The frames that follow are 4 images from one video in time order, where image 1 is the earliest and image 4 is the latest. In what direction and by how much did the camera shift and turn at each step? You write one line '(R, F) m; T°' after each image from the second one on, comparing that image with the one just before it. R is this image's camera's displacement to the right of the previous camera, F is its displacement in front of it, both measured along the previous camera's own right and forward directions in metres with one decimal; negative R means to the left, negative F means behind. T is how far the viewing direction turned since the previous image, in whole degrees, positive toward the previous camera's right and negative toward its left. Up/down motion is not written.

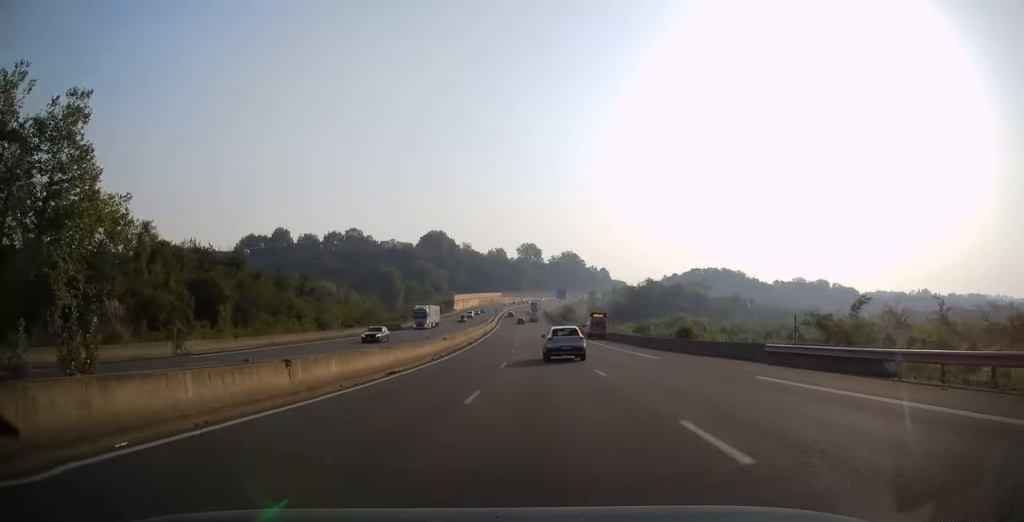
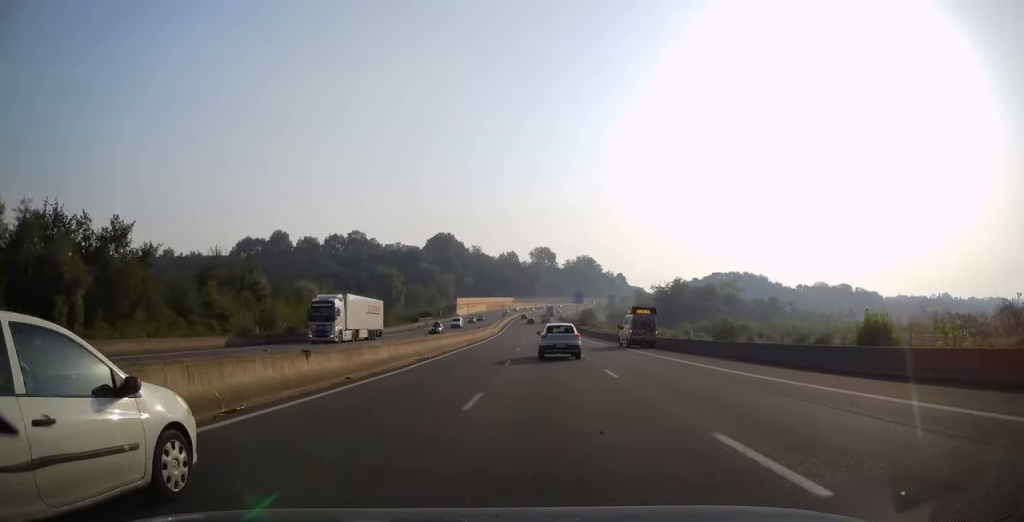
(-0.2, +27.1) m; -1°
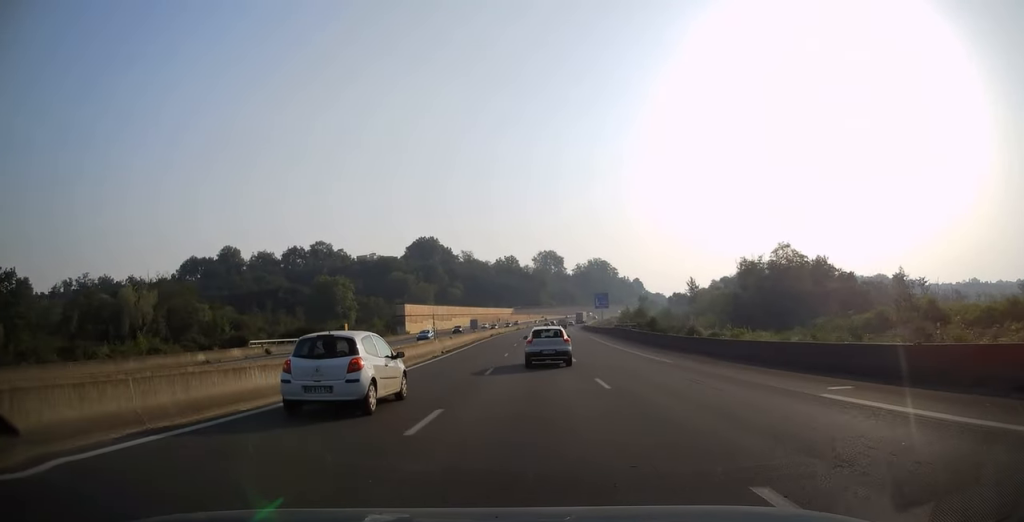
(-0.5, +79.8) m; 0°
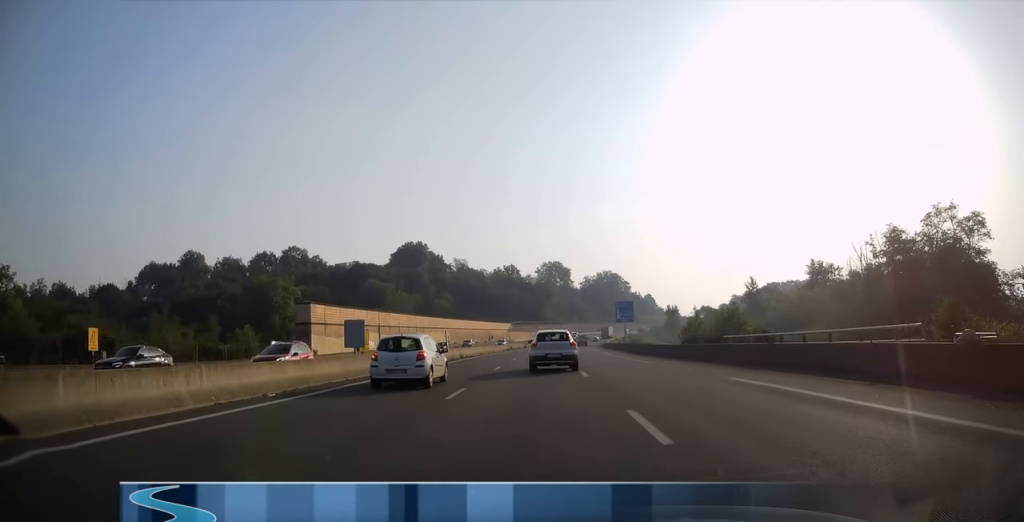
(0.0, +46.8) m; 0°
